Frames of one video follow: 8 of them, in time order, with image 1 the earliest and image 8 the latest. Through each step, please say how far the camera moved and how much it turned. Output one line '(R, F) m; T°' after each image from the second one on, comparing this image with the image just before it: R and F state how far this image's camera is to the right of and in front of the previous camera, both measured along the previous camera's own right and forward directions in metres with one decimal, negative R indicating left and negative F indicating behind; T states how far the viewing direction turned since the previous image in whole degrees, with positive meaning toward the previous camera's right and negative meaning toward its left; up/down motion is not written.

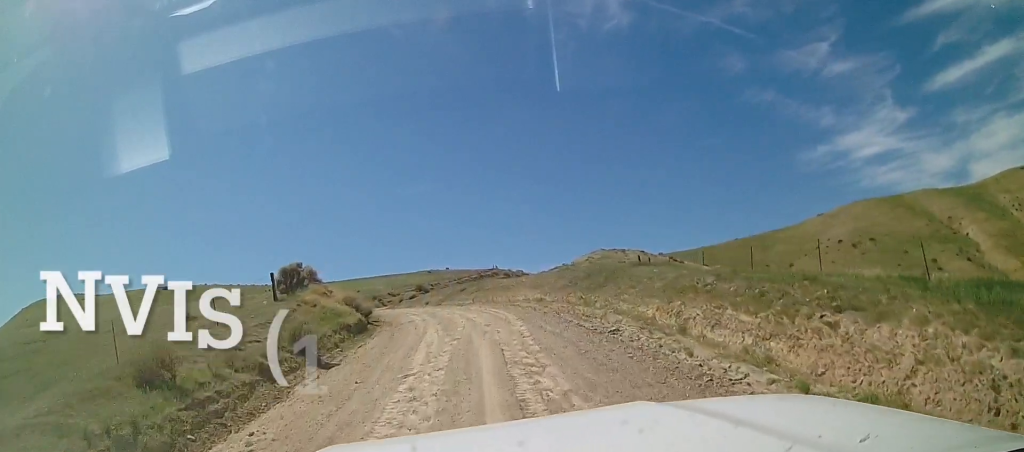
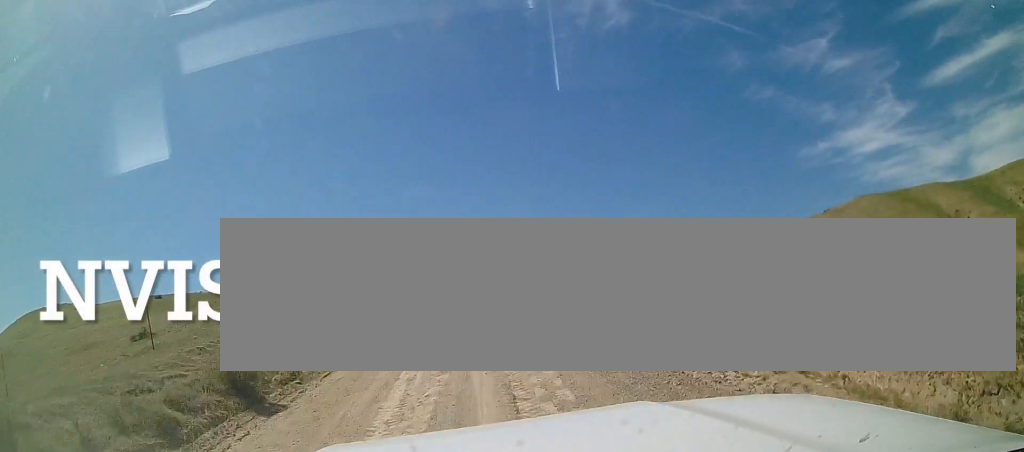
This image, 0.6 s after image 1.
(0.0, +3.9) m; +2°
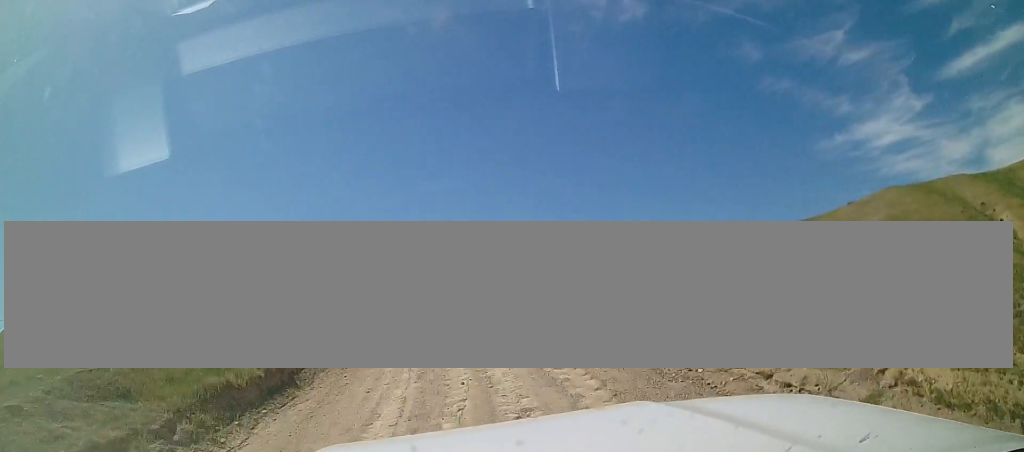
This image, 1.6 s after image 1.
(+0.3, +6.5) m; +2°
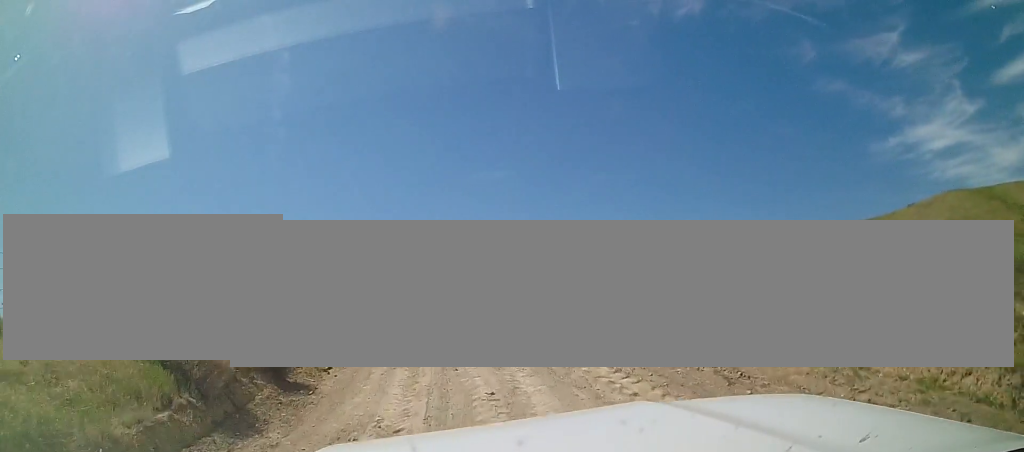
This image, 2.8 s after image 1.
(-0.2, +7.8) m; -7°
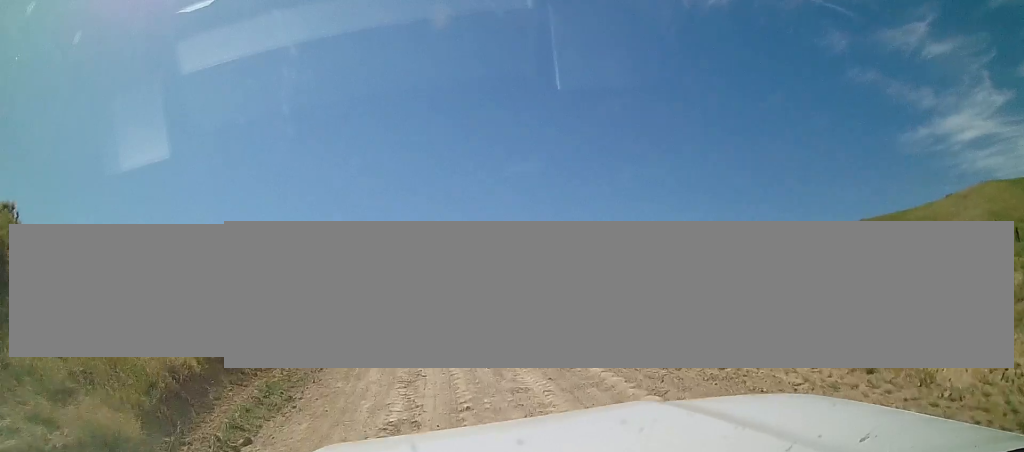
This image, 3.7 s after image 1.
(-0.5, +5.9) m; -6°
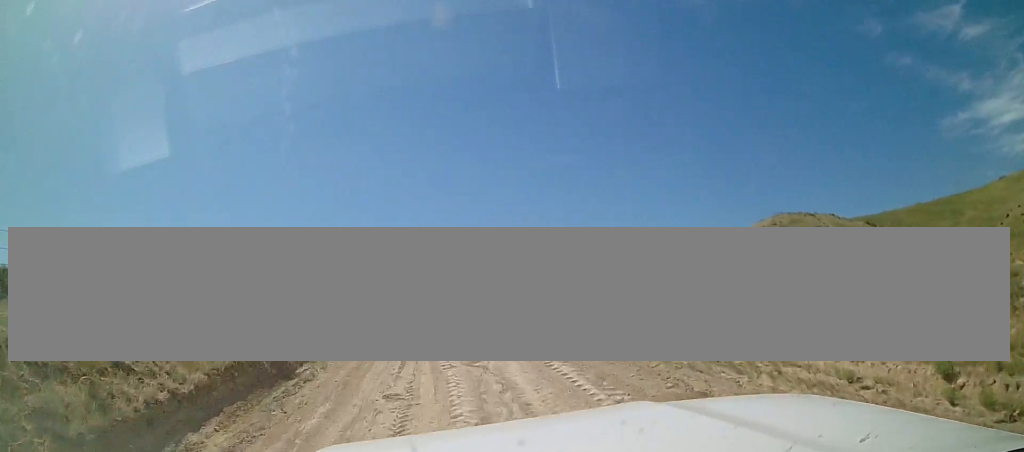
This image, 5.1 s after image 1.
(-0.3, +8.7) m; -2°
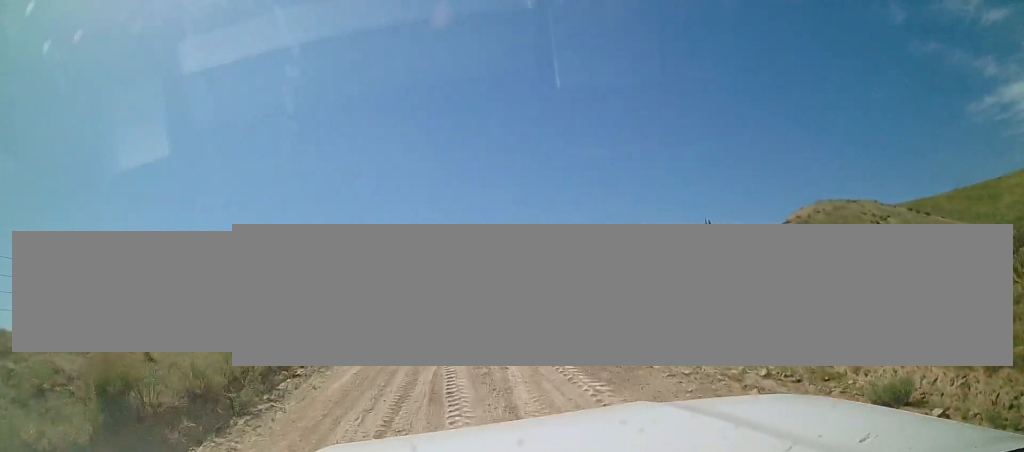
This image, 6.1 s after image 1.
(0.0, +5.9) m; +1°
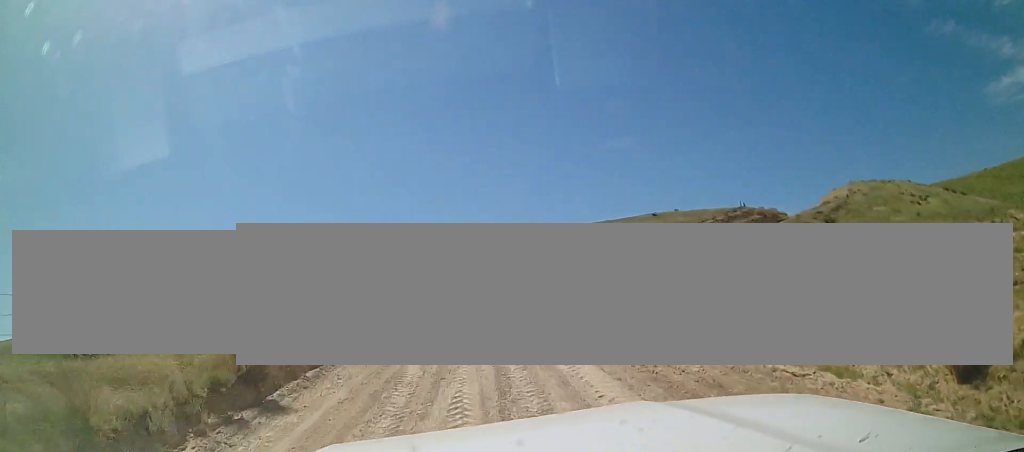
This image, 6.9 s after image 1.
(+0.1, +5.7) m; 0°
